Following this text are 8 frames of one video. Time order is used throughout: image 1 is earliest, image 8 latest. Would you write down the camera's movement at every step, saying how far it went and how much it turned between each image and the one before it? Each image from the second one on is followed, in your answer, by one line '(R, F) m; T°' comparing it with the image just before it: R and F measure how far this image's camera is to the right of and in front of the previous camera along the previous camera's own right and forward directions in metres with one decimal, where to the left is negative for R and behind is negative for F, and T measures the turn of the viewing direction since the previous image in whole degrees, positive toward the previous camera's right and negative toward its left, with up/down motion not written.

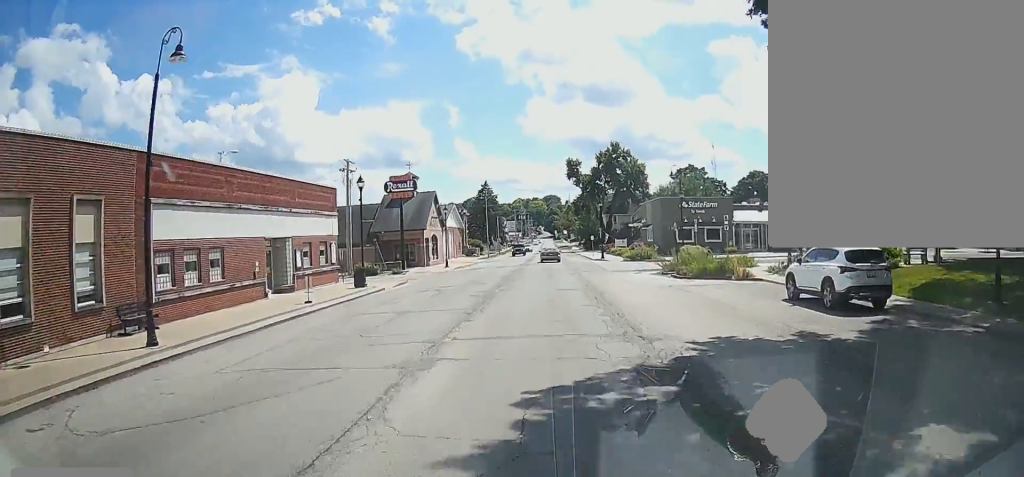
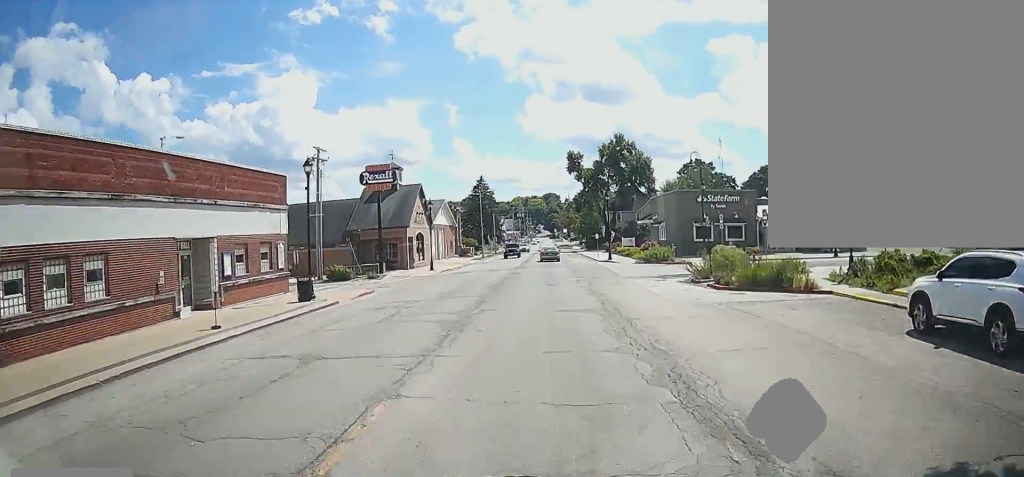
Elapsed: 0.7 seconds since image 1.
(-0.3, +7.9) m; 0°
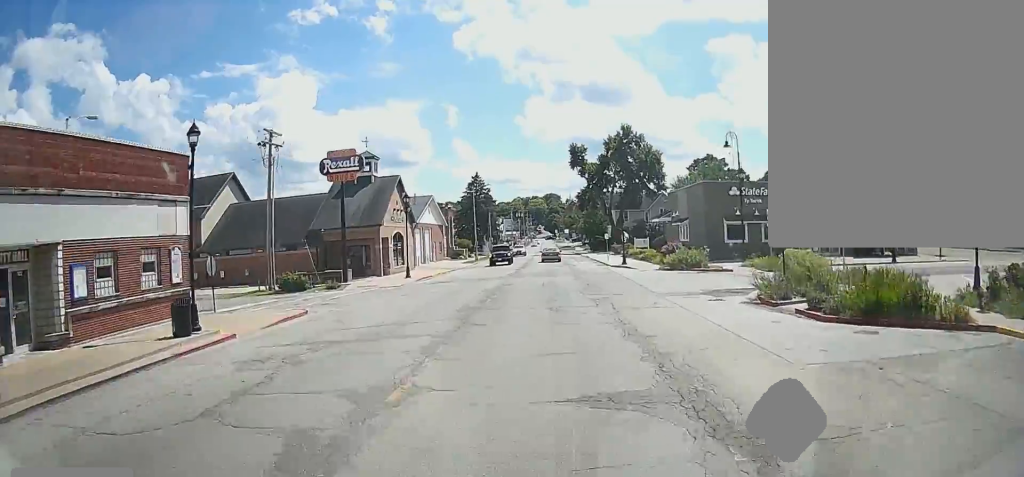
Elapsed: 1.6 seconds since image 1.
(+0.2, +10.2) m; +2°
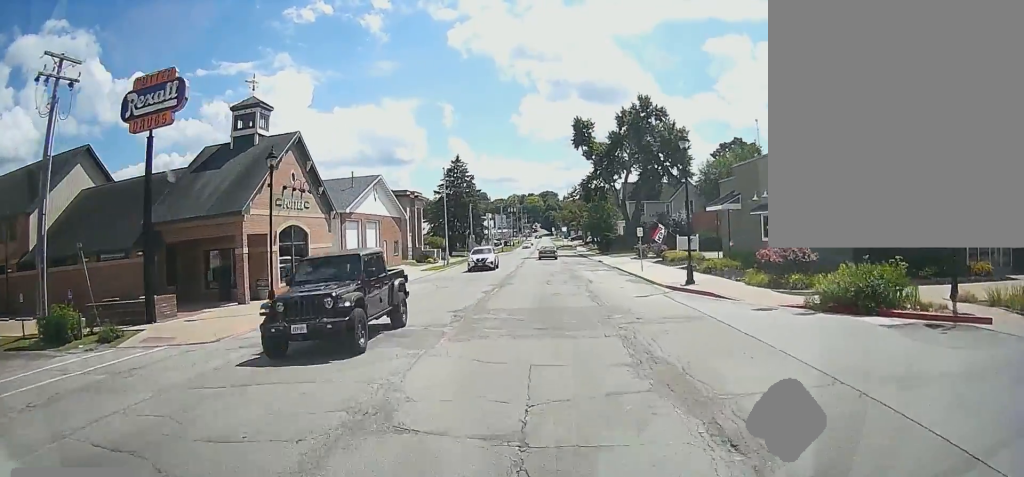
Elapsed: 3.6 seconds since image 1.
(-0.3, +22.6) m; -2°
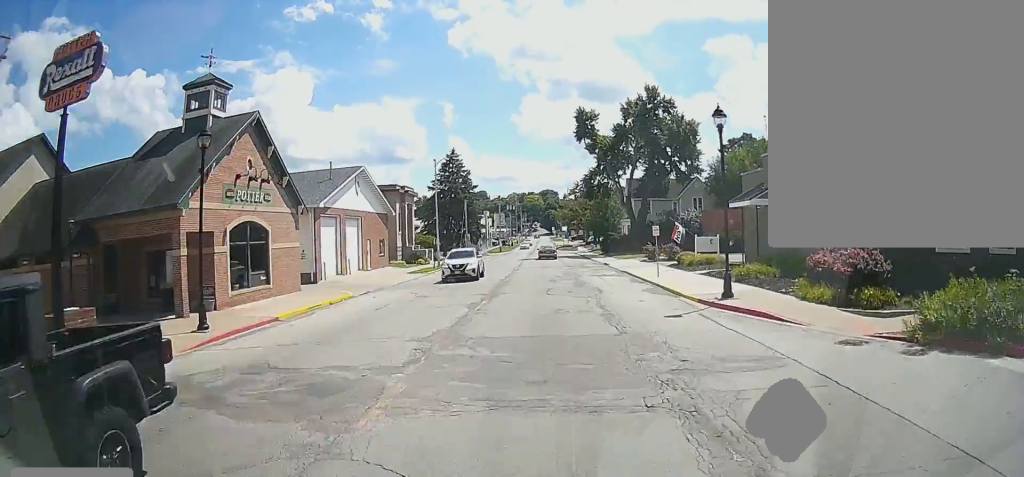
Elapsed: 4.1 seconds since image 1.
(0.0, +5.1) m; 0°
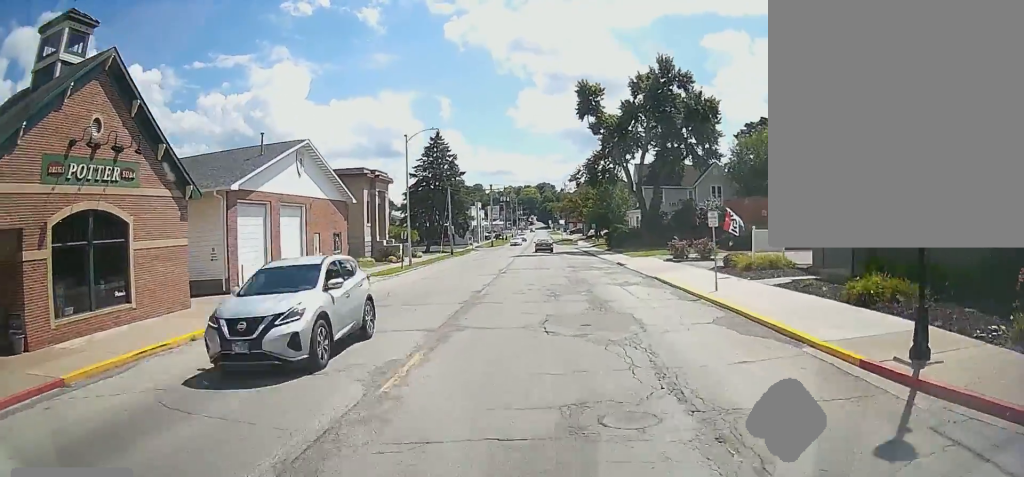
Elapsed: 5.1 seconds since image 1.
(+0.3, +10.7) m; +2°
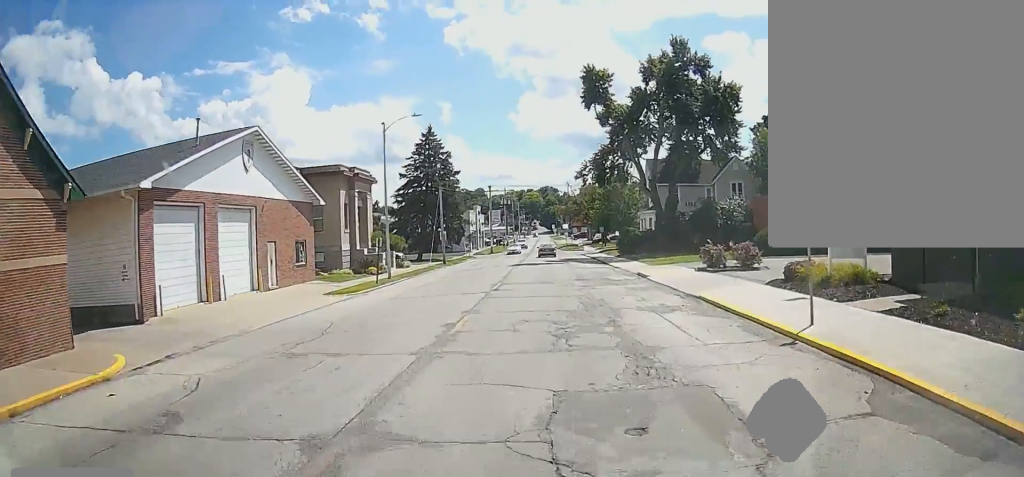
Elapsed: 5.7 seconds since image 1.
(0.0, +7.0) m; 0°
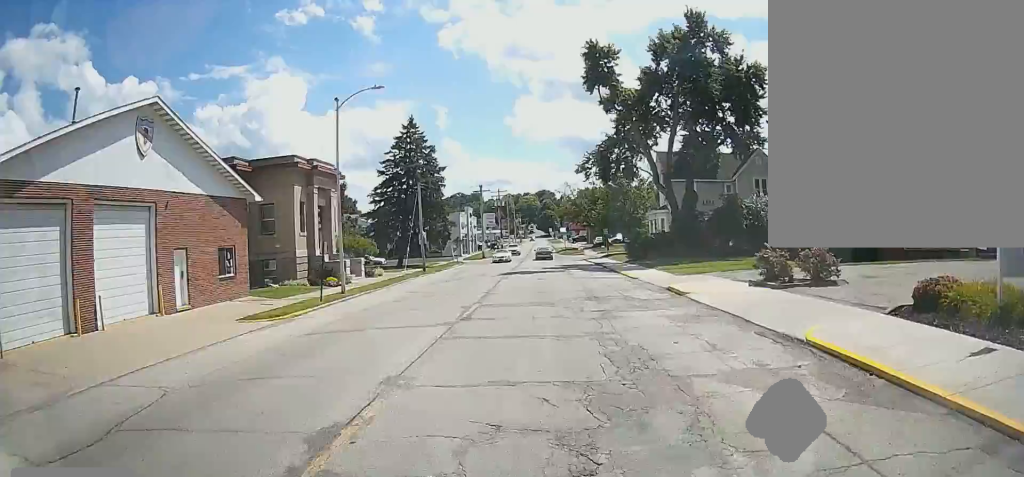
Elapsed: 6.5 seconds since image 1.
(0.0, +8.3) m; 0°
